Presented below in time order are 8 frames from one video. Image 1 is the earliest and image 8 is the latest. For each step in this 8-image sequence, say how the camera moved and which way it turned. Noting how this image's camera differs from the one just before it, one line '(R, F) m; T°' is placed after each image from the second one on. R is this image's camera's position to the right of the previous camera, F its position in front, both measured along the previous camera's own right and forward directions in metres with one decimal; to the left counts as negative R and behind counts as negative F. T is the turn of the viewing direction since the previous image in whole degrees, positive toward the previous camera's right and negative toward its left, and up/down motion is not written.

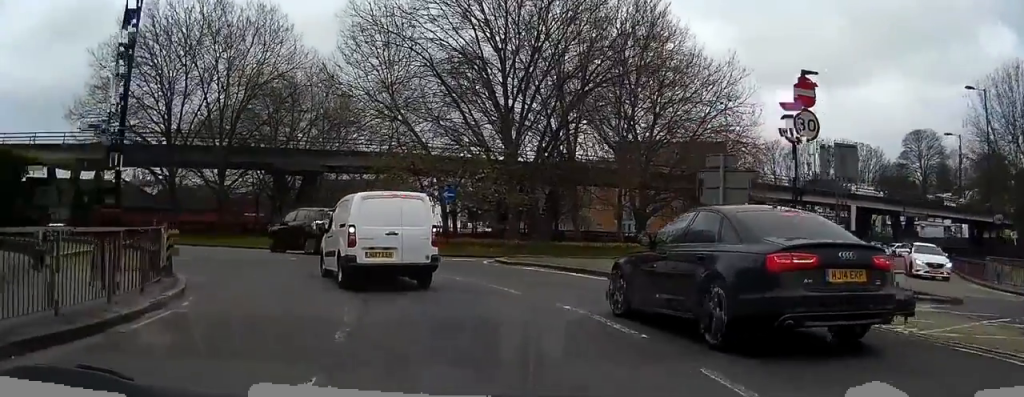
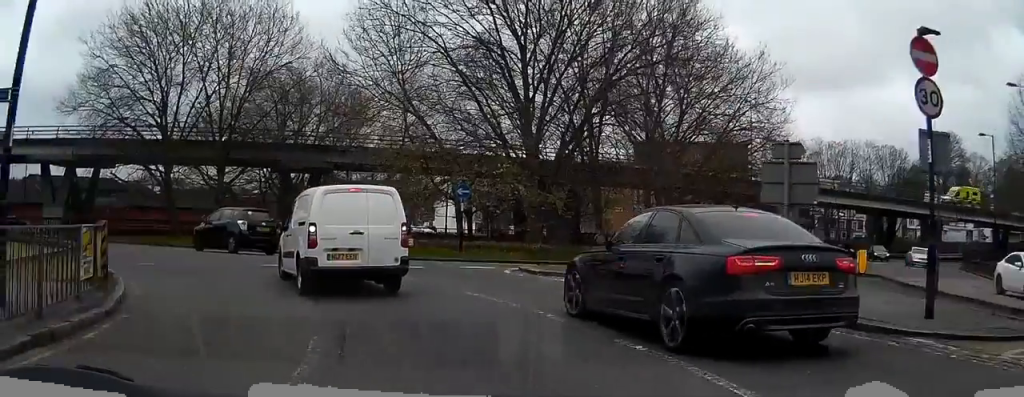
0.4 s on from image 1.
(0.0, +3.7) m; -1°
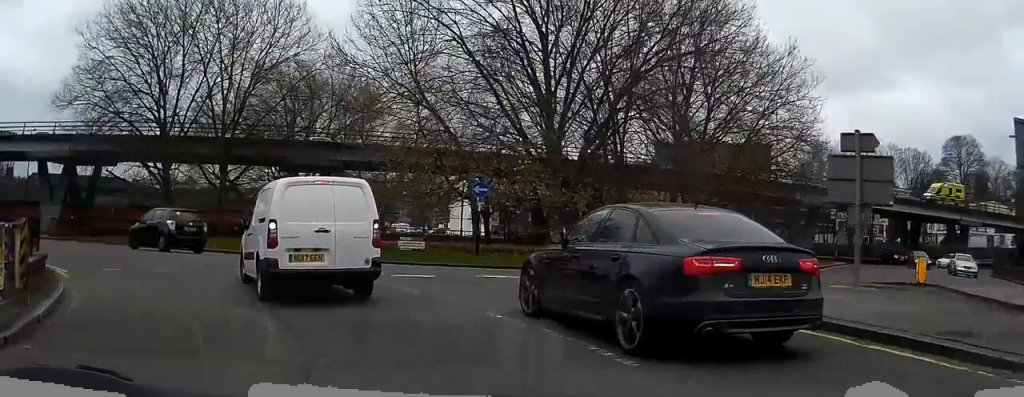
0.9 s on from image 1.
(-0.1, +3.1) m; -1°
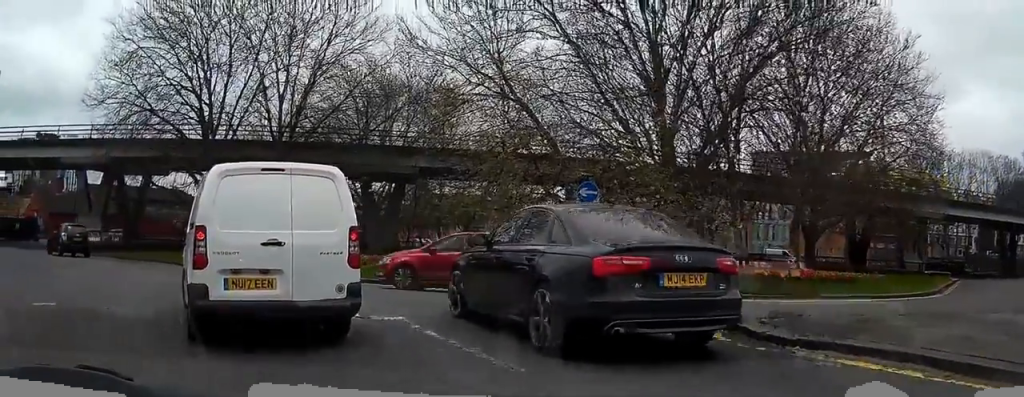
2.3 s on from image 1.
(-0.4, +7.1) m; -8°
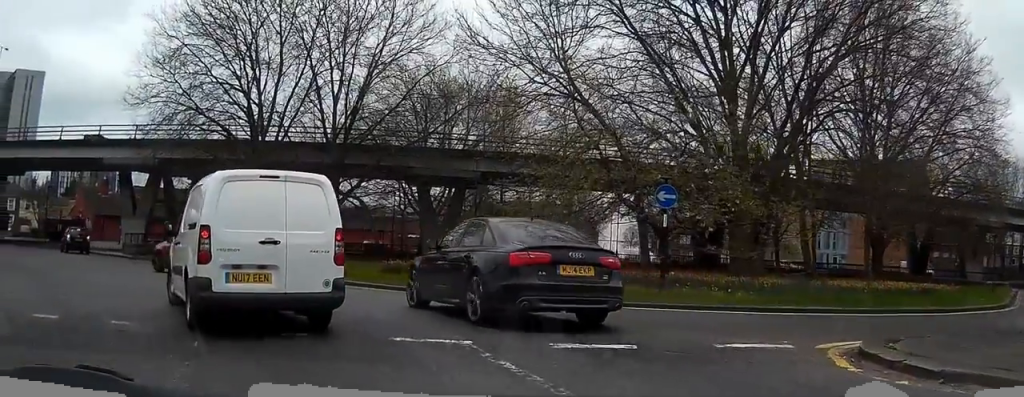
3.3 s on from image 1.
(-0.2, +1.9) m; -2°
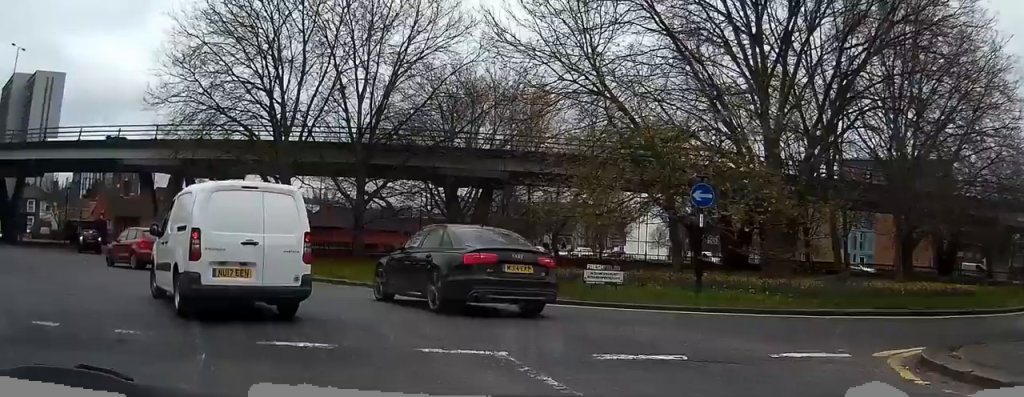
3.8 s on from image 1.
(-0.1, +0.5) m; 0°
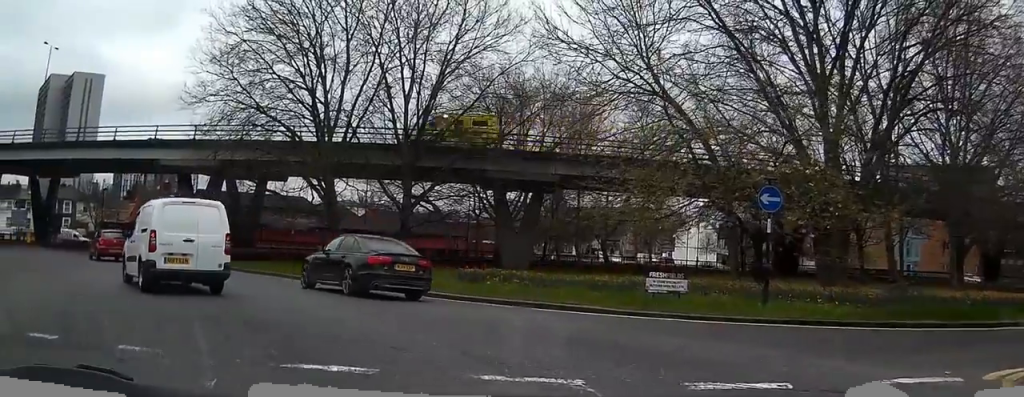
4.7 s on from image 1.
(+0.1, +0.5) m; 0°
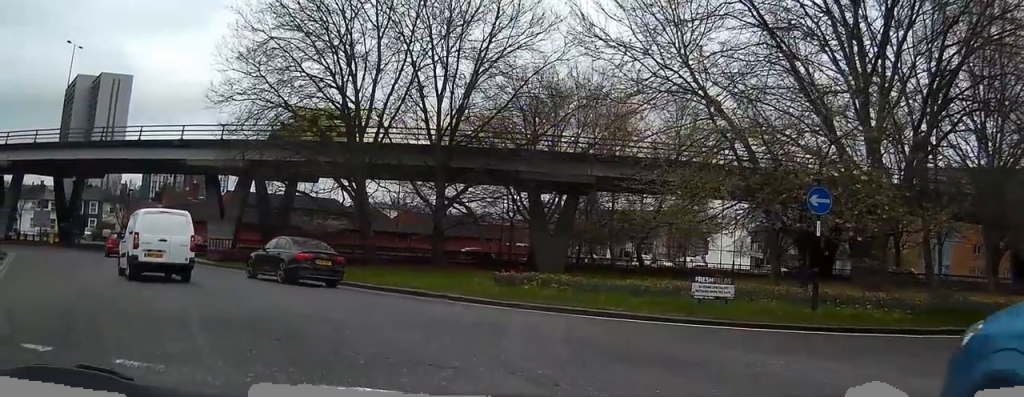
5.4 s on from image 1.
(+0.1, +0.6) m; 0°
